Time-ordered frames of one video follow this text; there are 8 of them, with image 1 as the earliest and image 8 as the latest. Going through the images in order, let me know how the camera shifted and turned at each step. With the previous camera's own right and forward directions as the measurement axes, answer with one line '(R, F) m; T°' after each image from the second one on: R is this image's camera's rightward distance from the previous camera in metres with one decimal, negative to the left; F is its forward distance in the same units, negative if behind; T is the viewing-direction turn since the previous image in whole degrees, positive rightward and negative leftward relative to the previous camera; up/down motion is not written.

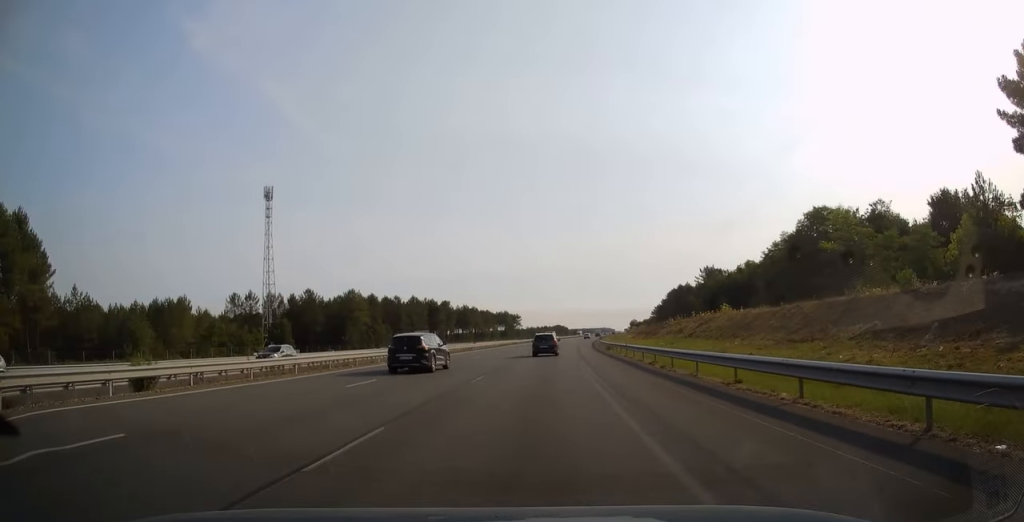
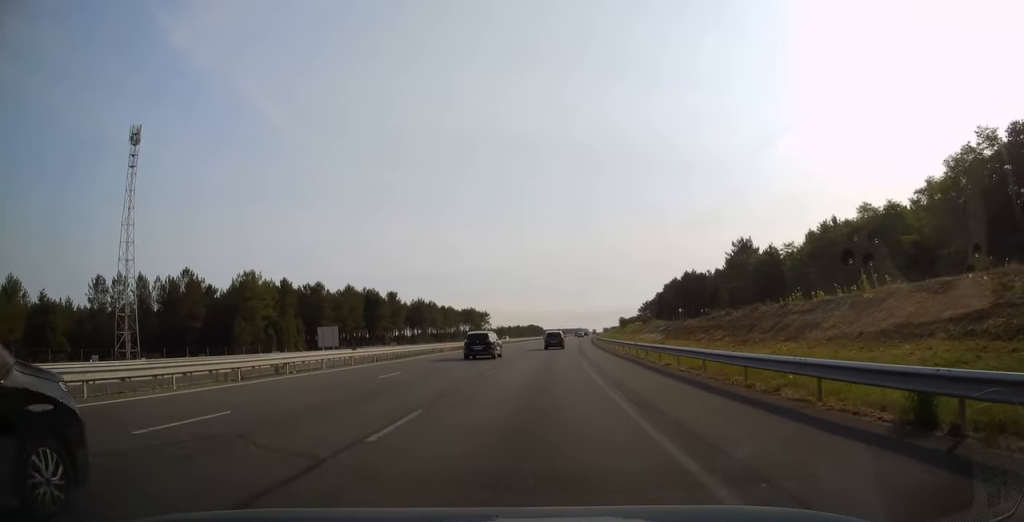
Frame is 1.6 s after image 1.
(+1.2, +48.9) m; +2°
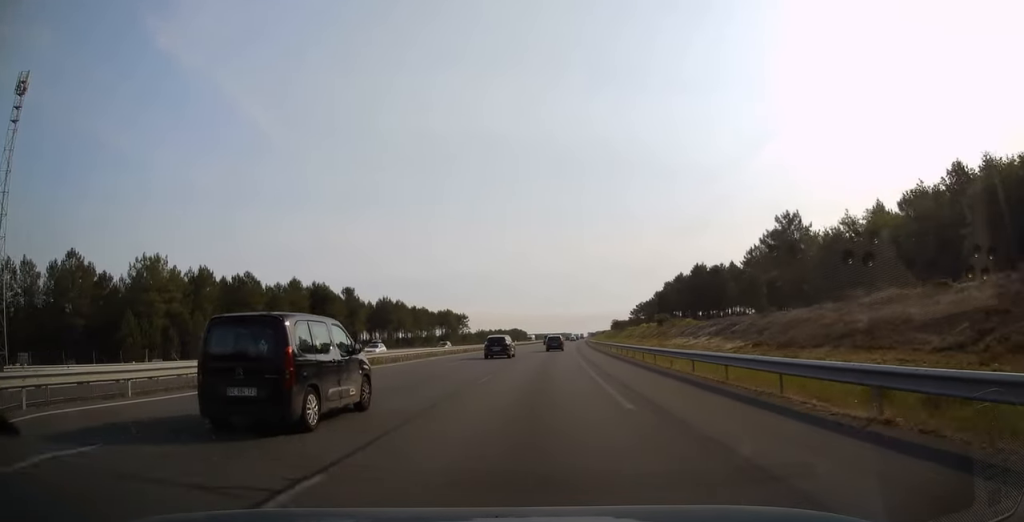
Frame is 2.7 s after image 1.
(+0.3, +30.2) m; +1°
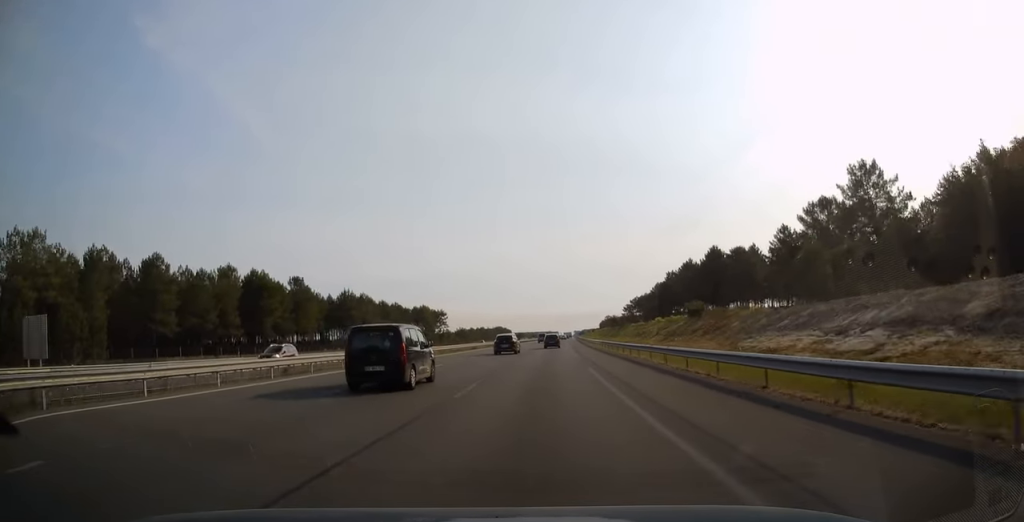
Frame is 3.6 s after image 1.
(+0.3, +27.2) m; +2°
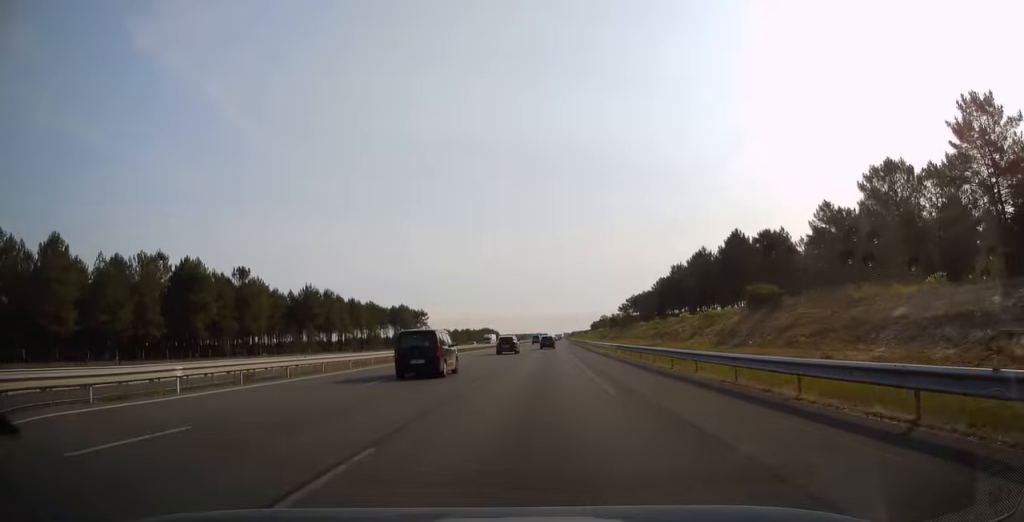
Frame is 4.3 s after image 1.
(+0.3, +22.2) m; +1°
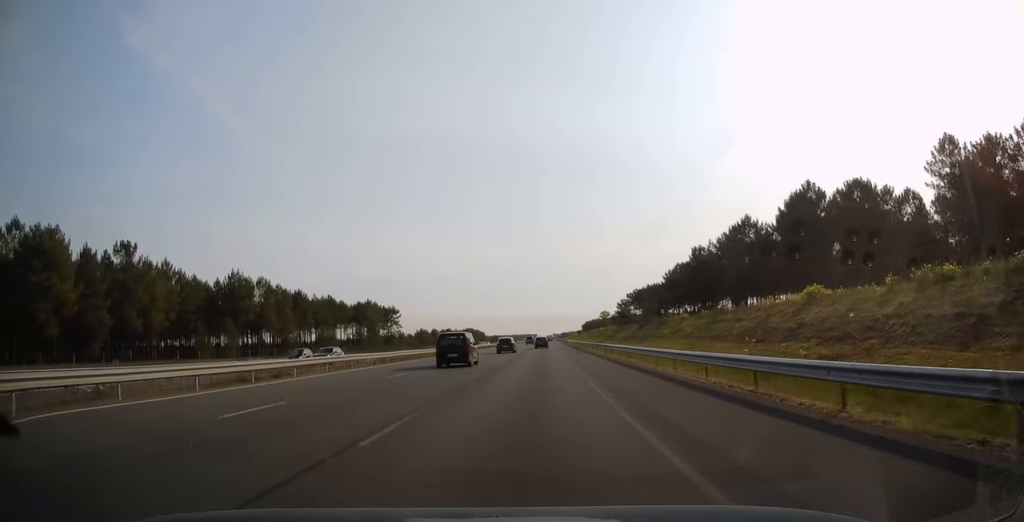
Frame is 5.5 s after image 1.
(+0.5, +34.4) m; +1°
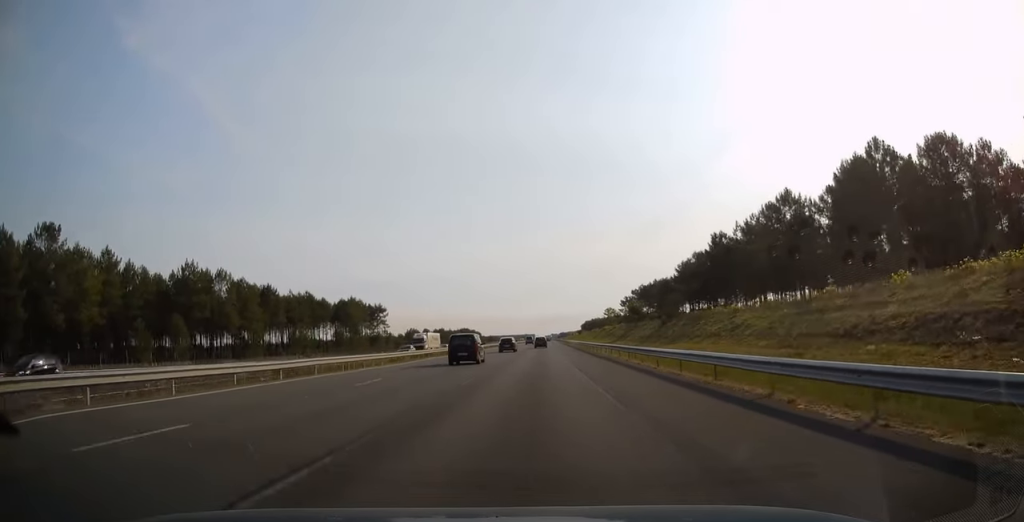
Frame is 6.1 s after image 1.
(0.0, +17.2) m; 0°
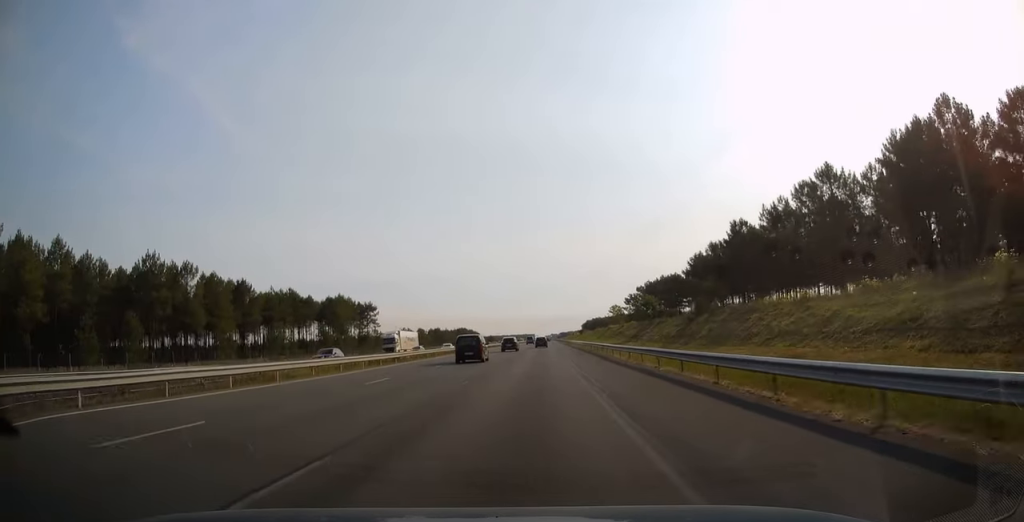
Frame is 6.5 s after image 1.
(0.0, +12.3) m; 0°
